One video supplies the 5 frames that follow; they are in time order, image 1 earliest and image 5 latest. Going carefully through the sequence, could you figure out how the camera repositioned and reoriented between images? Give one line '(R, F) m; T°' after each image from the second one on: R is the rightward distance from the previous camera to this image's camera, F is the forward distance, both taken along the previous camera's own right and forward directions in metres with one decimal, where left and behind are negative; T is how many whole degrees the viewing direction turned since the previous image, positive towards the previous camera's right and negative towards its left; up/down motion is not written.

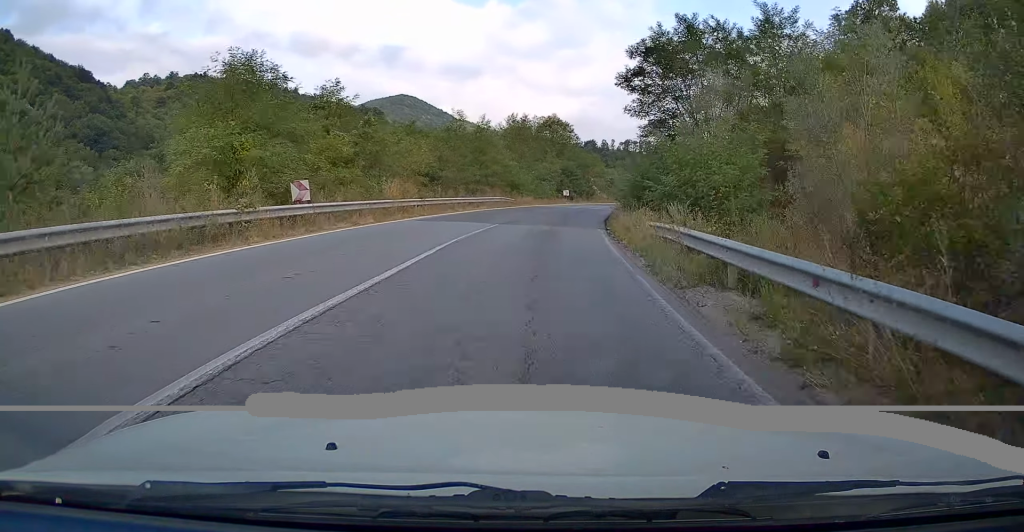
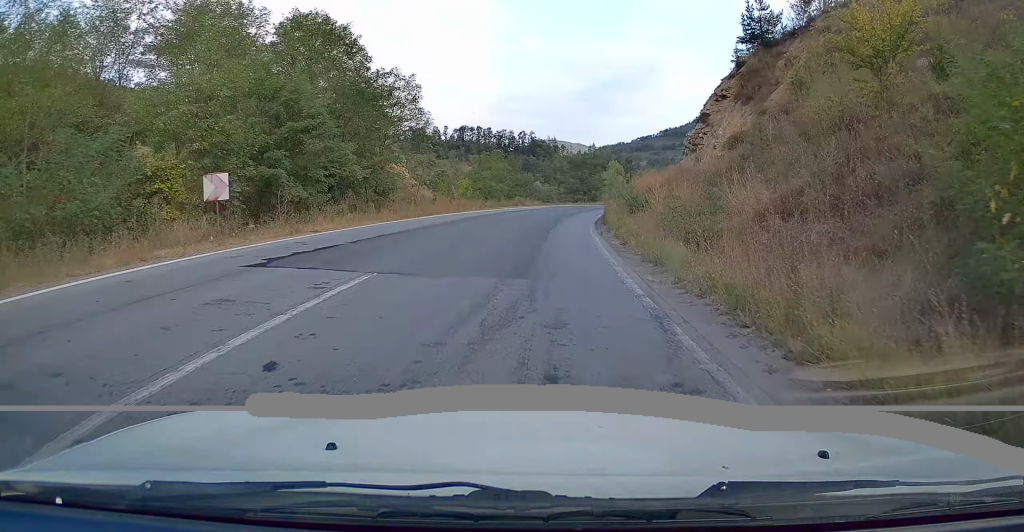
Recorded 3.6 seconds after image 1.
(+7.4, +60.9) m; +14°
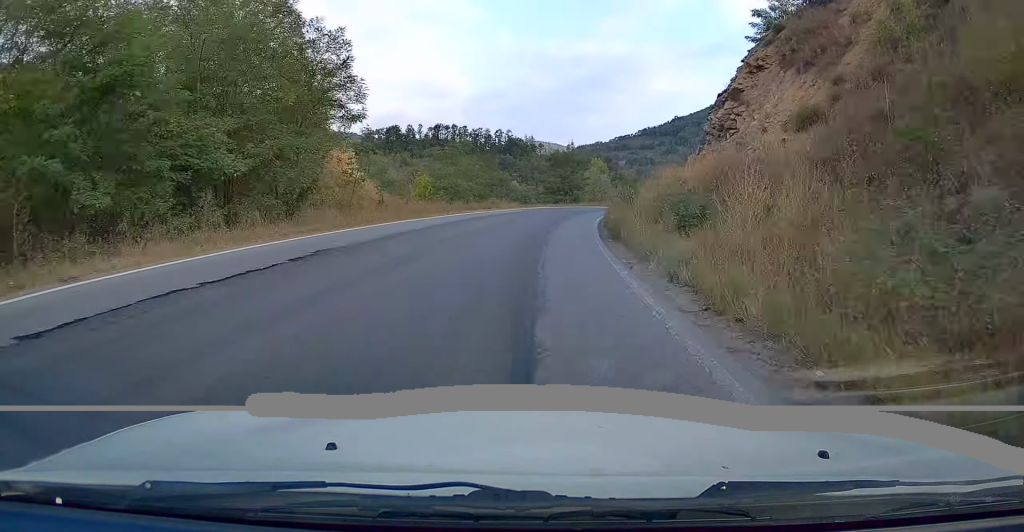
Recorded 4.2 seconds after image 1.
(+0.2, +9.7) m; +2°
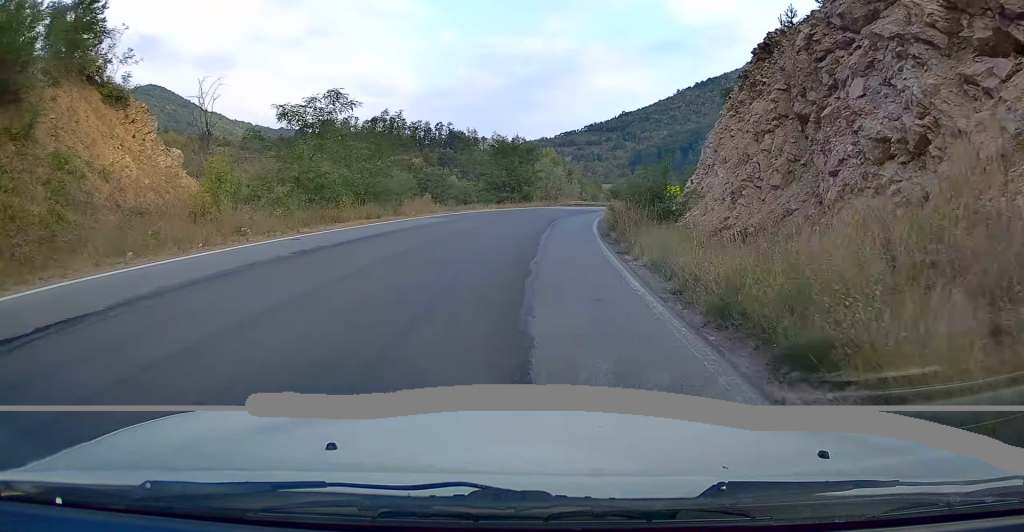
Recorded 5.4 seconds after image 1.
(+0.5, +20.9) m; +4°
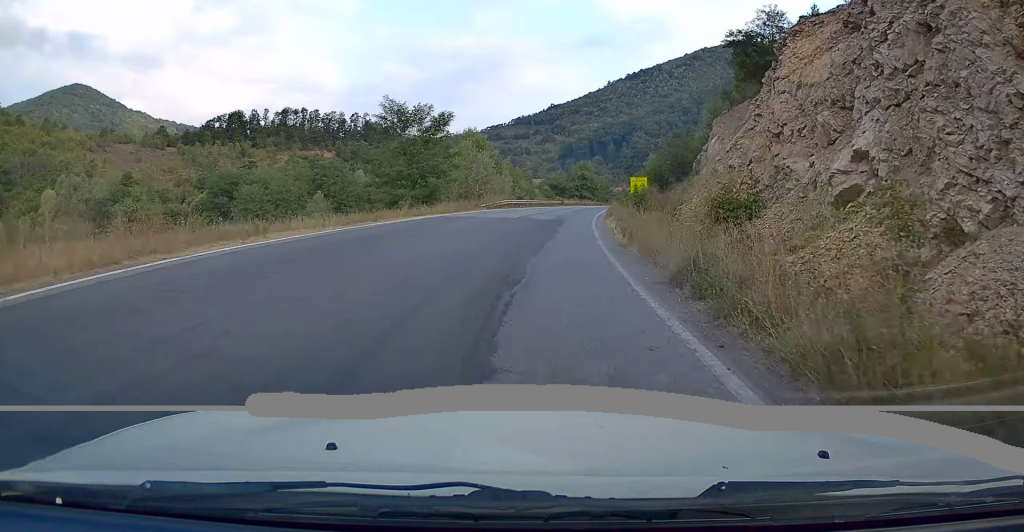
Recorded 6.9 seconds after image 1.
(+1.6, +27.2) m; +7°
